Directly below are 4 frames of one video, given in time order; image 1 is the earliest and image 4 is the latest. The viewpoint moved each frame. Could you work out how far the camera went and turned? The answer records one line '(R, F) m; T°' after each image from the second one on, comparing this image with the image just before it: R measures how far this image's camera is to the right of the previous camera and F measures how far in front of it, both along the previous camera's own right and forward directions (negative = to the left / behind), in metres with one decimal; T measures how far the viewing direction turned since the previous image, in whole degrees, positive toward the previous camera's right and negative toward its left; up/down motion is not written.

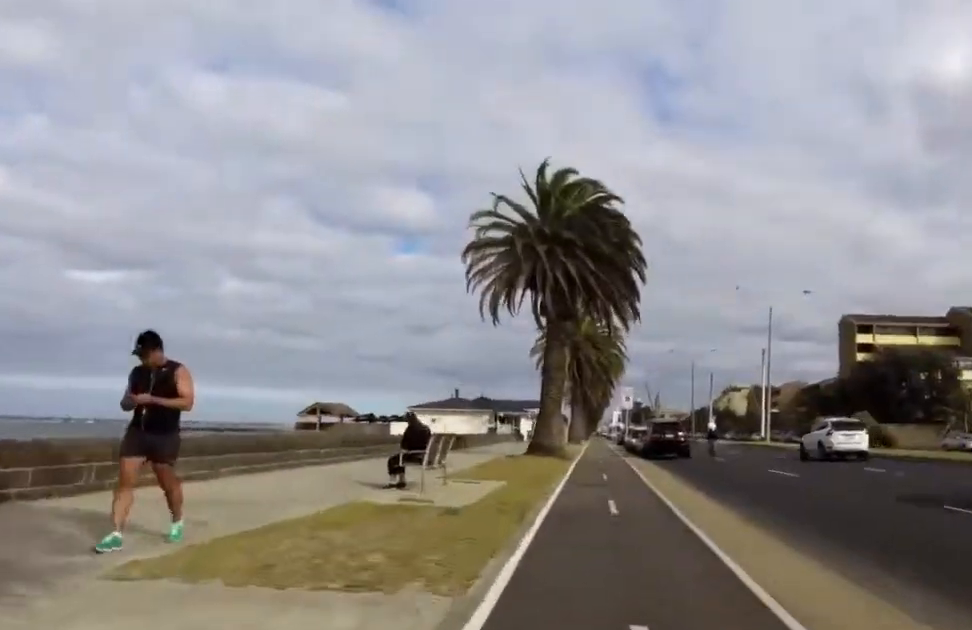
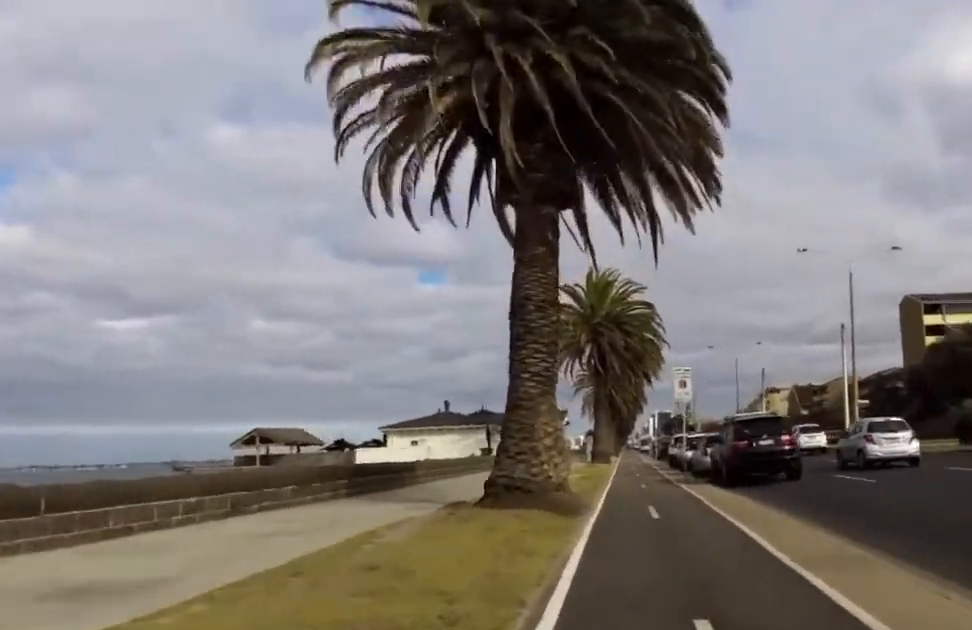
(-1.4, +15.1) m; -4°
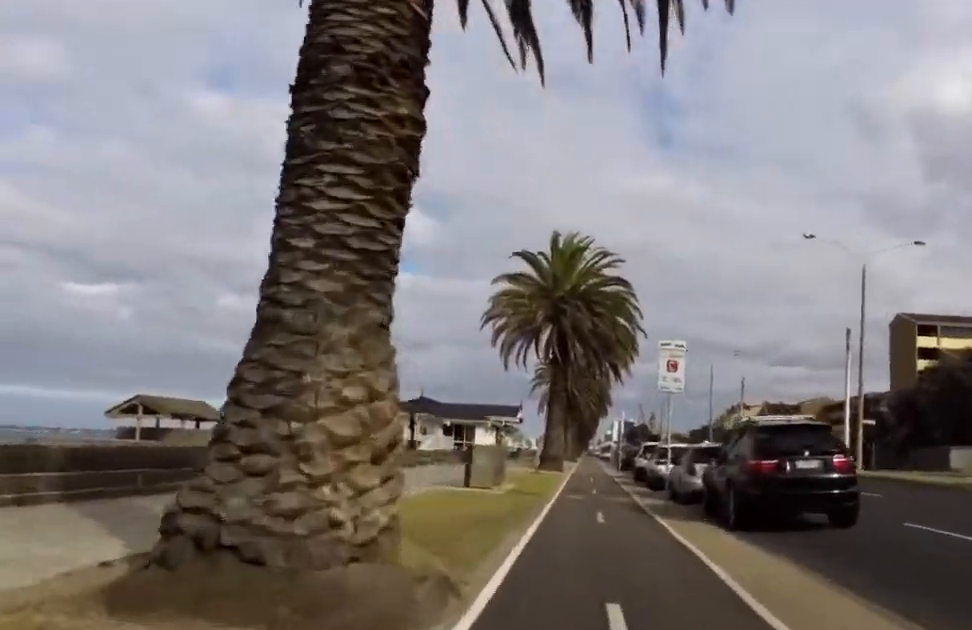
(+1.0, +7.6) m; 0°
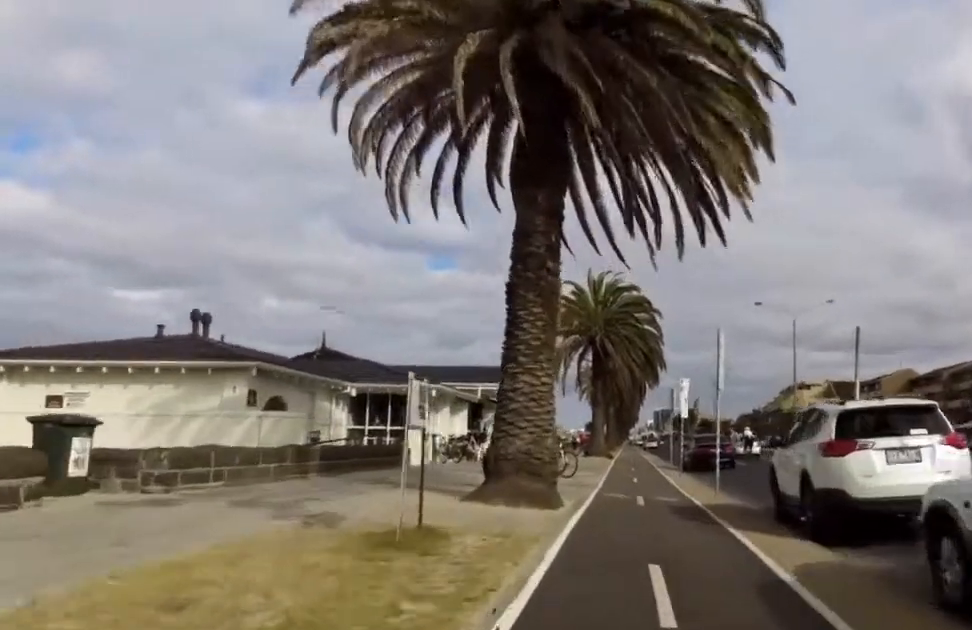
(-1.5, +23.2) m; 0°
